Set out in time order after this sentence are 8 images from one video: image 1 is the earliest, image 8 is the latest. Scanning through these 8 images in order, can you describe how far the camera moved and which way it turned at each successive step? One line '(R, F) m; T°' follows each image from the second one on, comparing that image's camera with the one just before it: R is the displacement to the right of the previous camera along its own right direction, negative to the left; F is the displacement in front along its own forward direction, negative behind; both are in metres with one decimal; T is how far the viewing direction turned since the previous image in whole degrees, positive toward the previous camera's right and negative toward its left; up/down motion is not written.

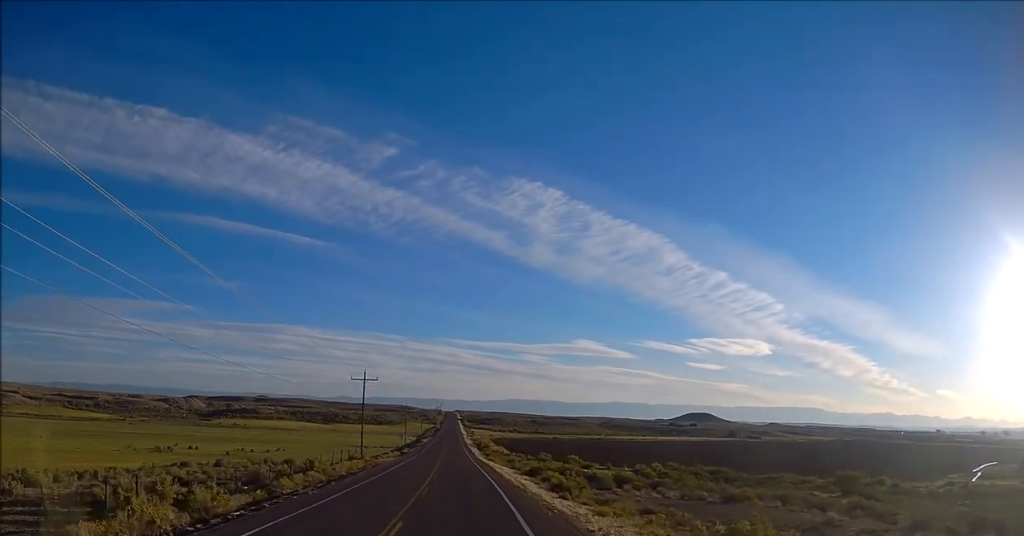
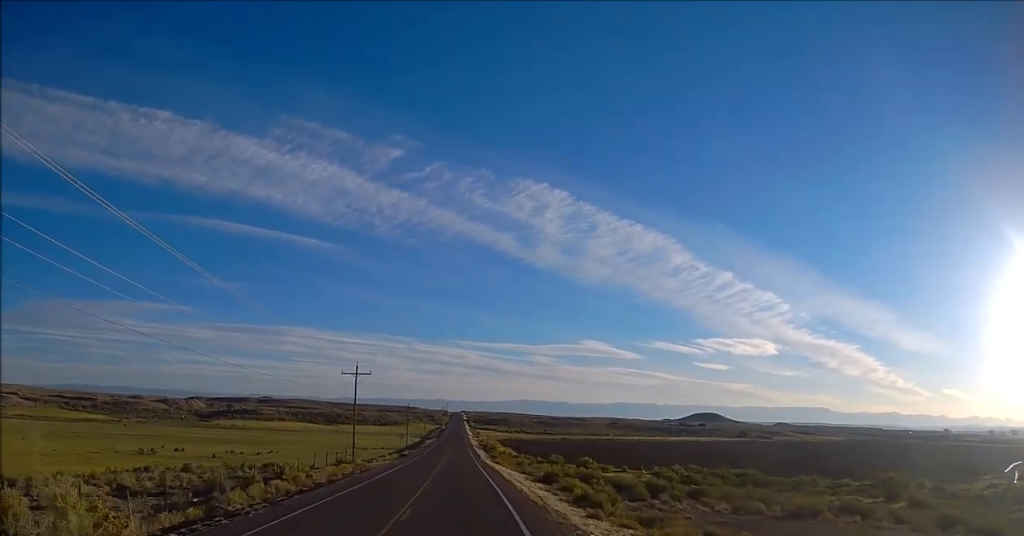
(+0.1, +8.1) m; -1°
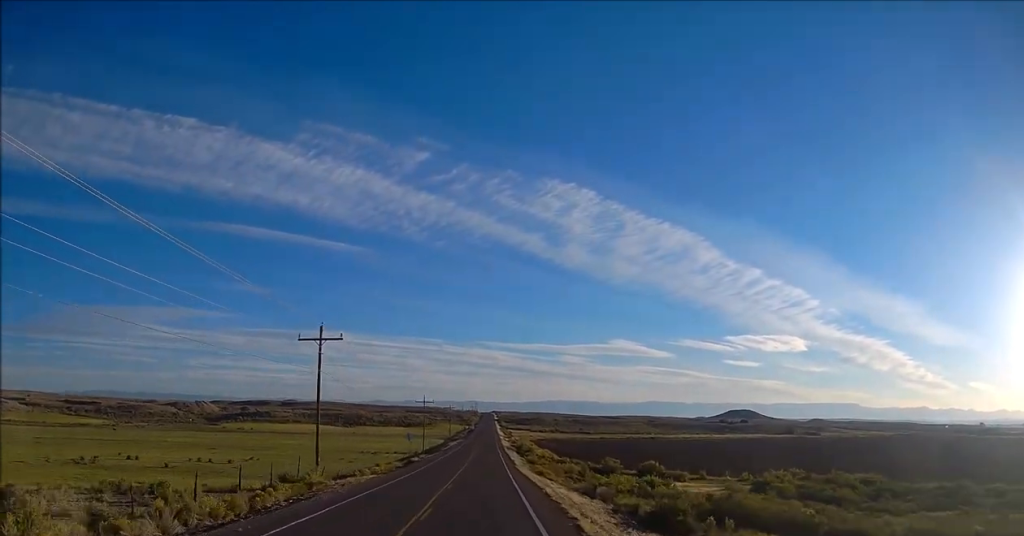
(-0.7, +25.7) m; -1°
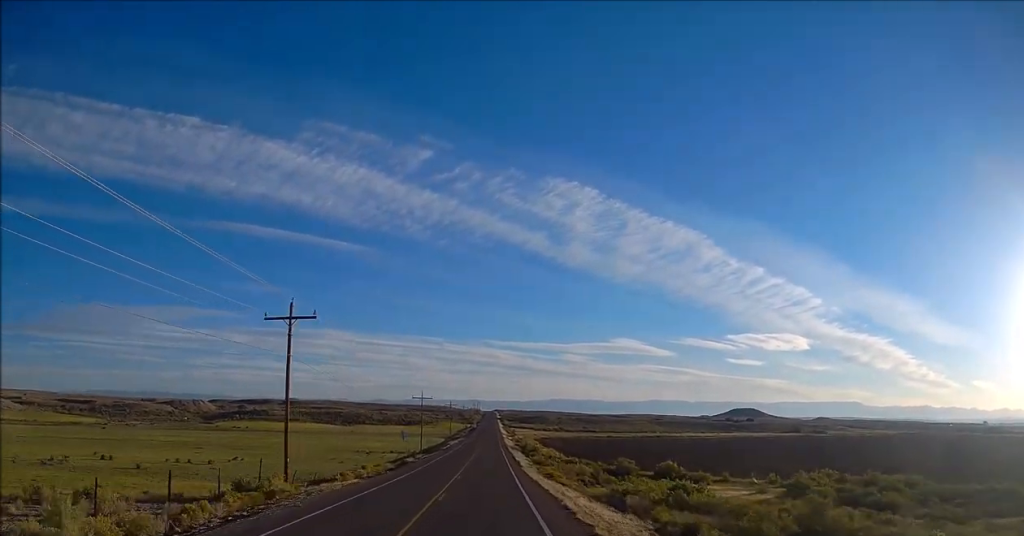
(+0.2, +7.3) m; +1°
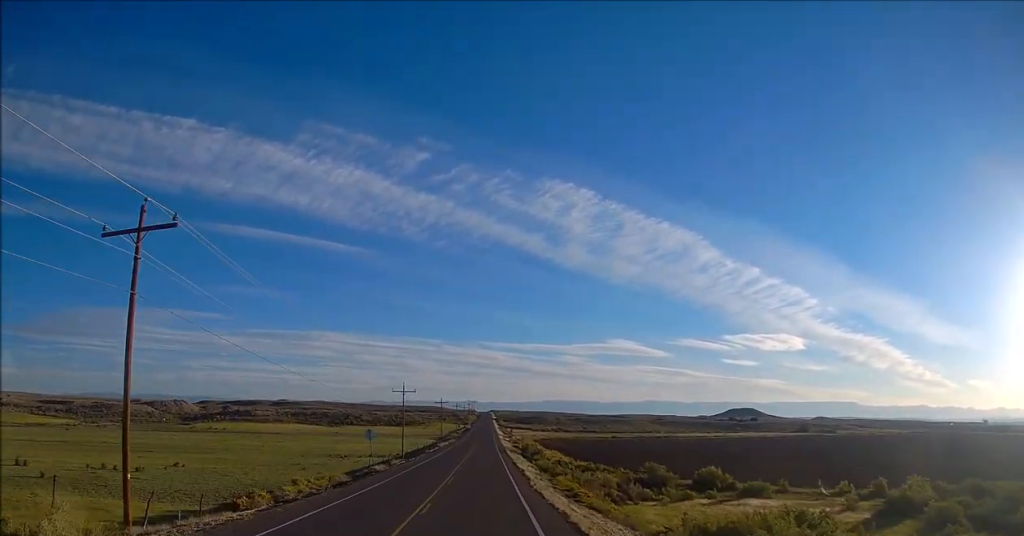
(+0.3, +16.3) m; +1°
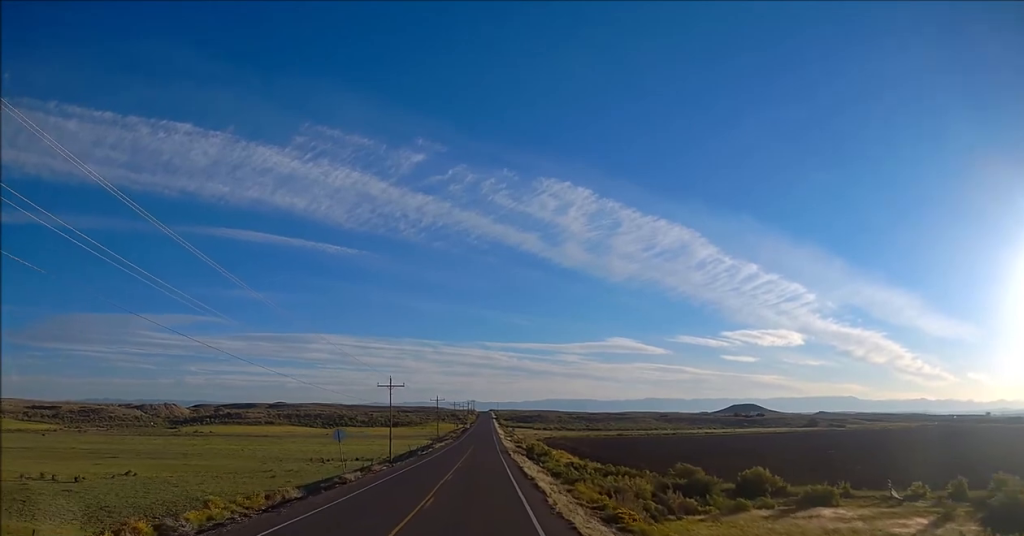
(+0.1, +10.3) m; 0°
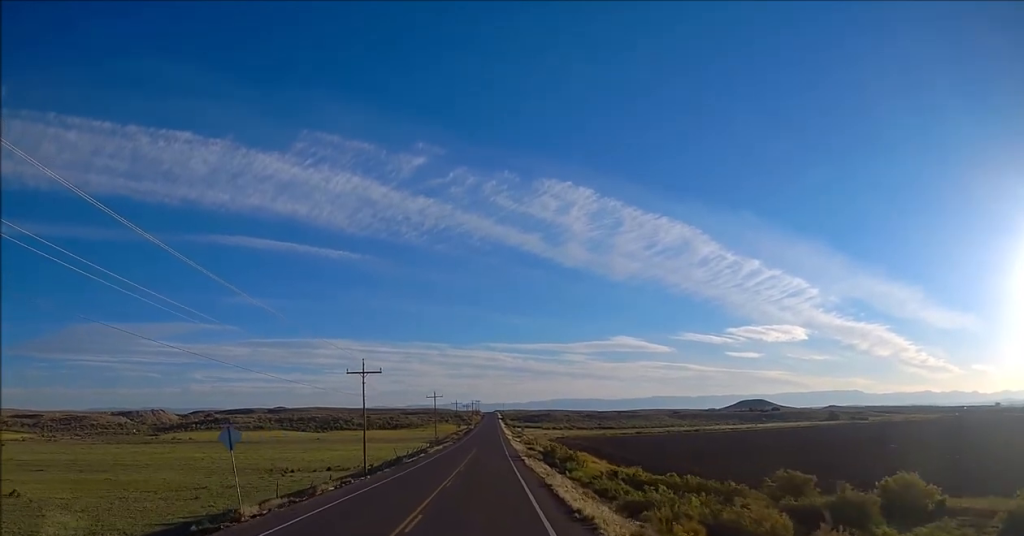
(-0.1, +18.0) m; -1°
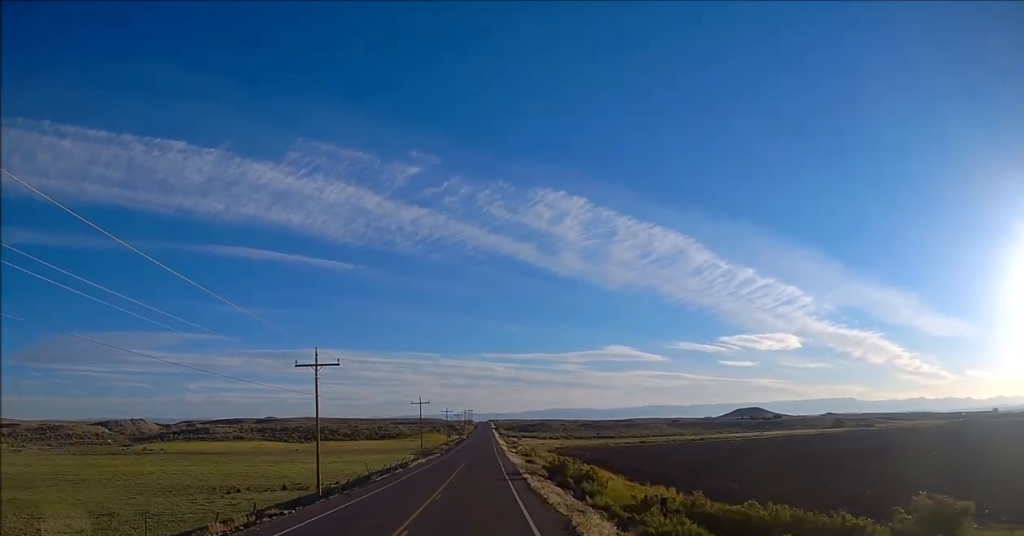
(0.0, +14.0) m; 0°
